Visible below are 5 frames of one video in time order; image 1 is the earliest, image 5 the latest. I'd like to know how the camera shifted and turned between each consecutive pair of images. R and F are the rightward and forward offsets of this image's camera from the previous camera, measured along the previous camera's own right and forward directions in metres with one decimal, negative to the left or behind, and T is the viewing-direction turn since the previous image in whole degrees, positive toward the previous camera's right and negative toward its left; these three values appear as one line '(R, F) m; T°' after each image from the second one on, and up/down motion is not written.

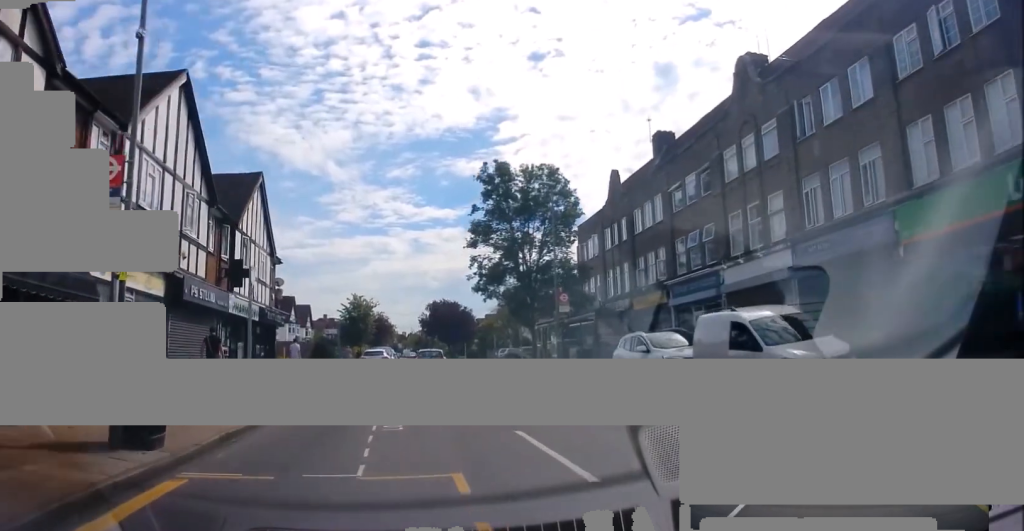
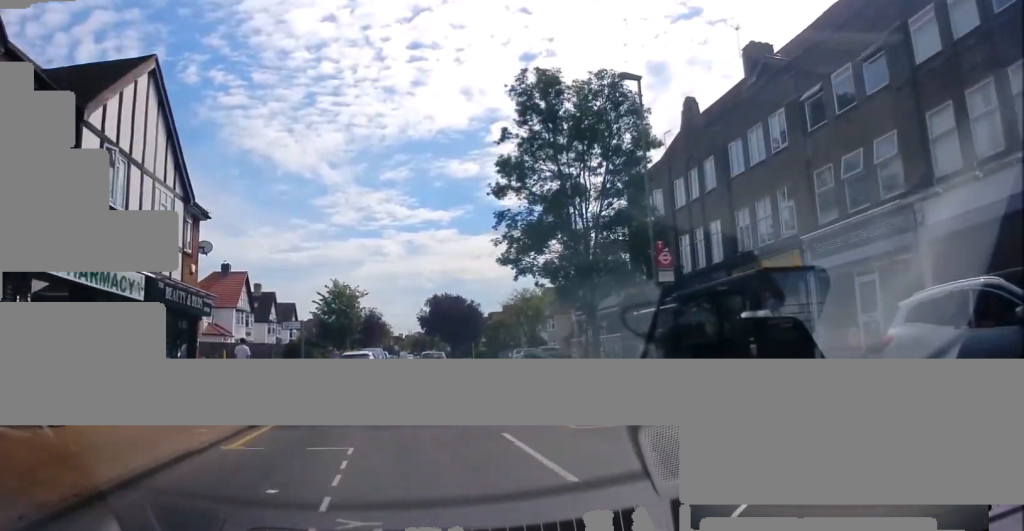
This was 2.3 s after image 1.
(0.0, +12.5) m; 0°
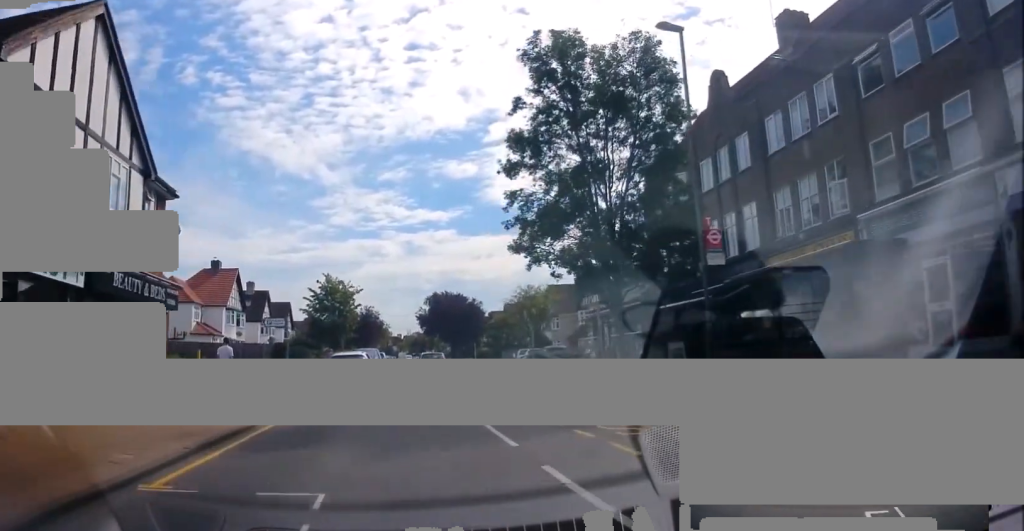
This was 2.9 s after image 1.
(+0.2, +3.2) m; +1°
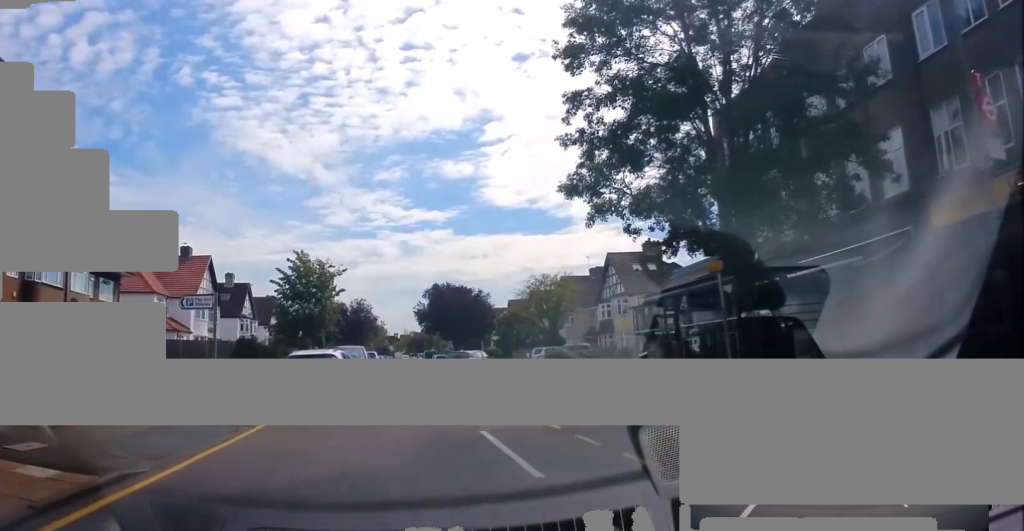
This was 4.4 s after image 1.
(-0.1, +9.1) m; -1°
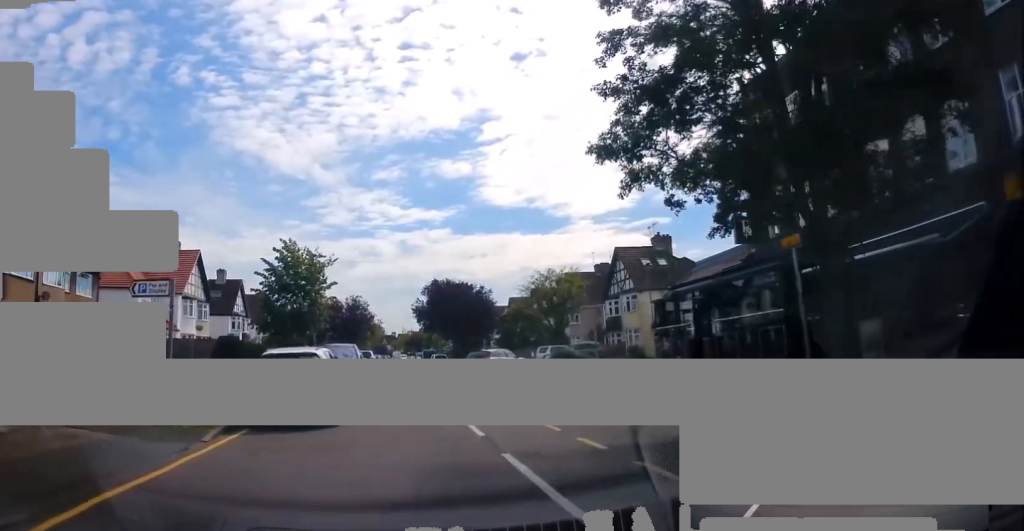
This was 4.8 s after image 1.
(0.0, +3.2) m; +1°
